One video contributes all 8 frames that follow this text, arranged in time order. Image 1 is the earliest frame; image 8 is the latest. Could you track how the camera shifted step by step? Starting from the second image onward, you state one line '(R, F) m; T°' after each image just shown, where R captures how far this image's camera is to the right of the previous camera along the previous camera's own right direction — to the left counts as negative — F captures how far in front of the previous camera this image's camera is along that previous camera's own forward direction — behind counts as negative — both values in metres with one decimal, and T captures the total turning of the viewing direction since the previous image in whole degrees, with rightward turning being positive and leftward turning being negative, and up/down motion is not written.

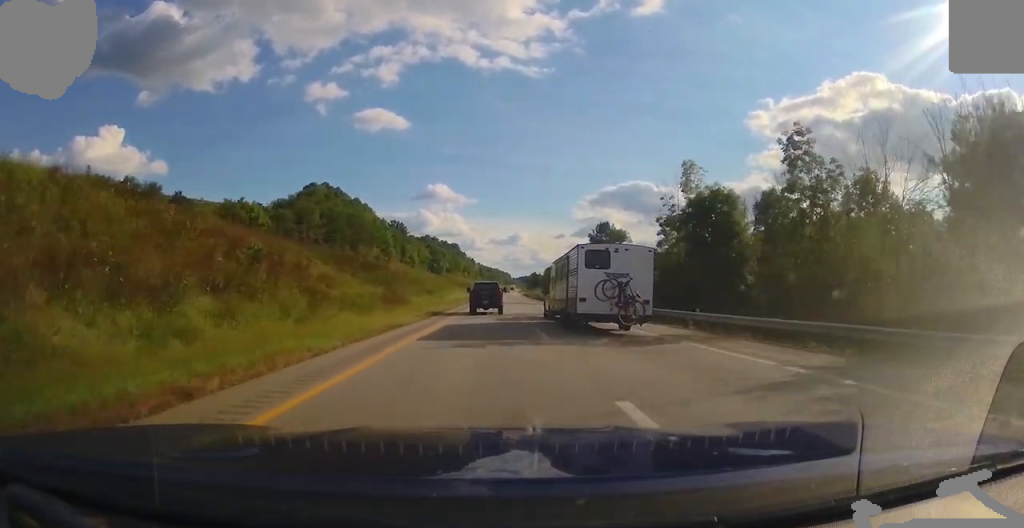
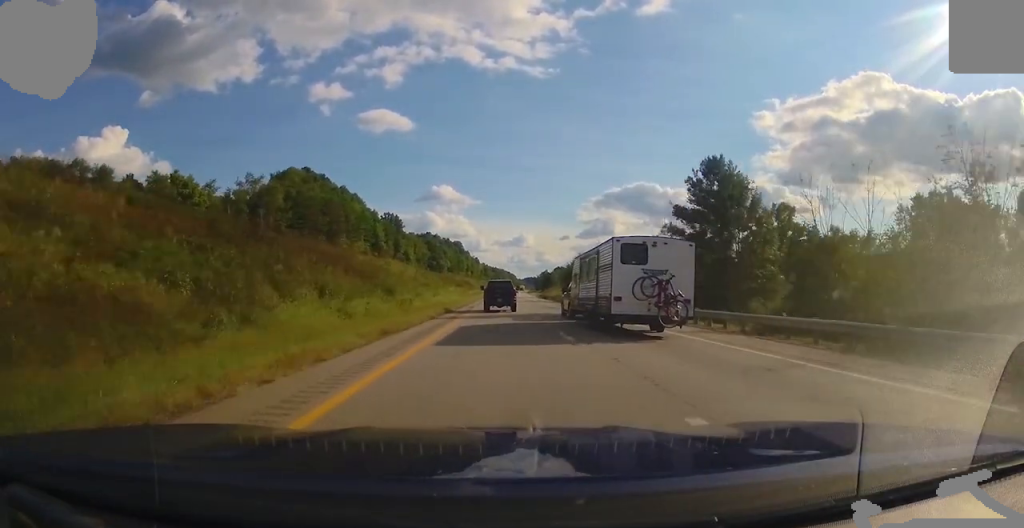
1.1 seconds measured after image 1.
(+0.1, +37.8) m; 0°
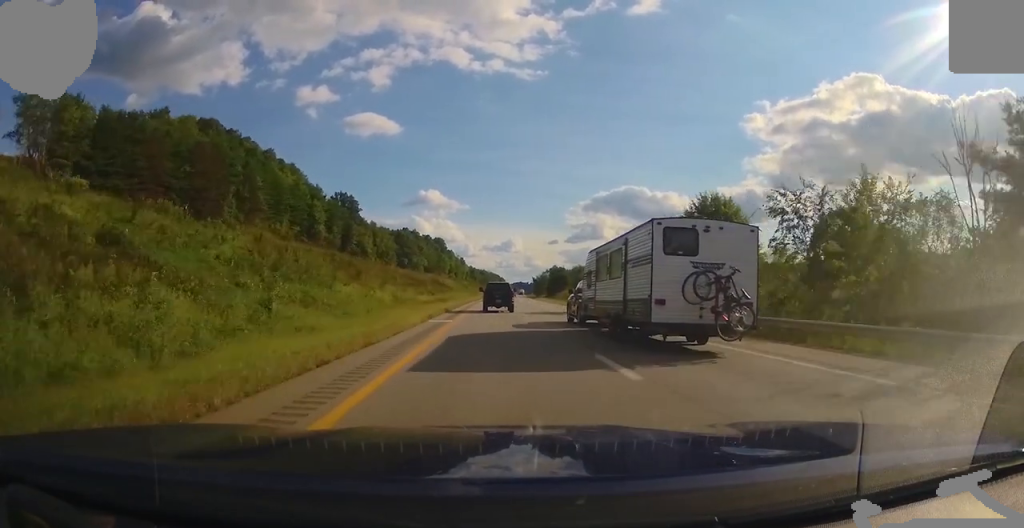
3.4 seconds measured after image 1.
(+0.2, +80.1) m; +1°
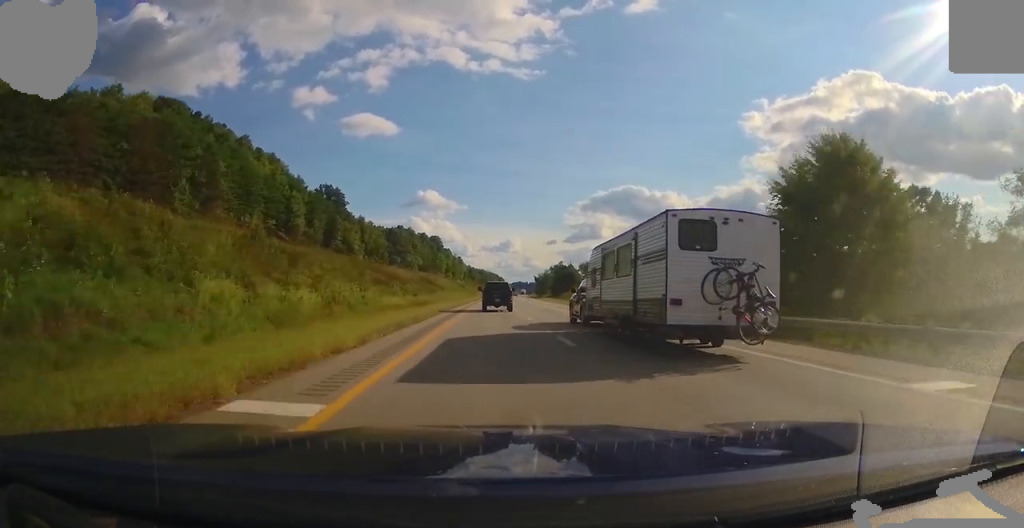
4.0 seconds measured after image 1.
(+0.2, +19.3) m; 0°
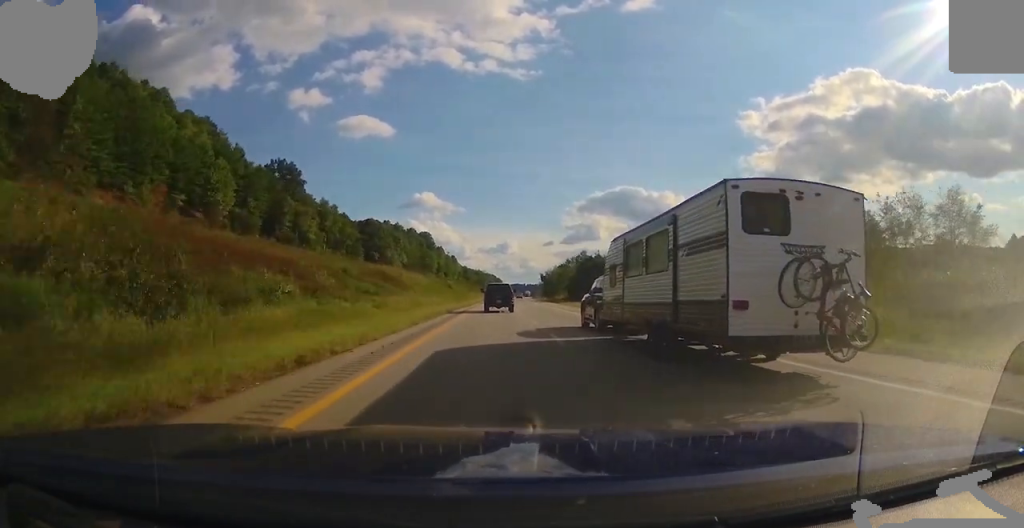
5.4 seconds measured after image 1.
(-0.3, +47.9) m; 0°
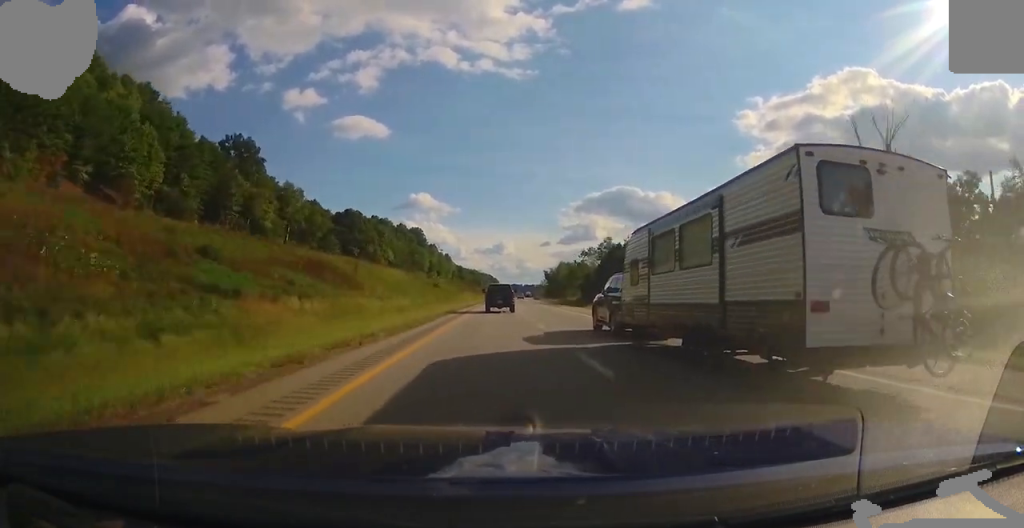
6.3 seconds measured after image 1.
(+0.4, +29.9) m; +1°
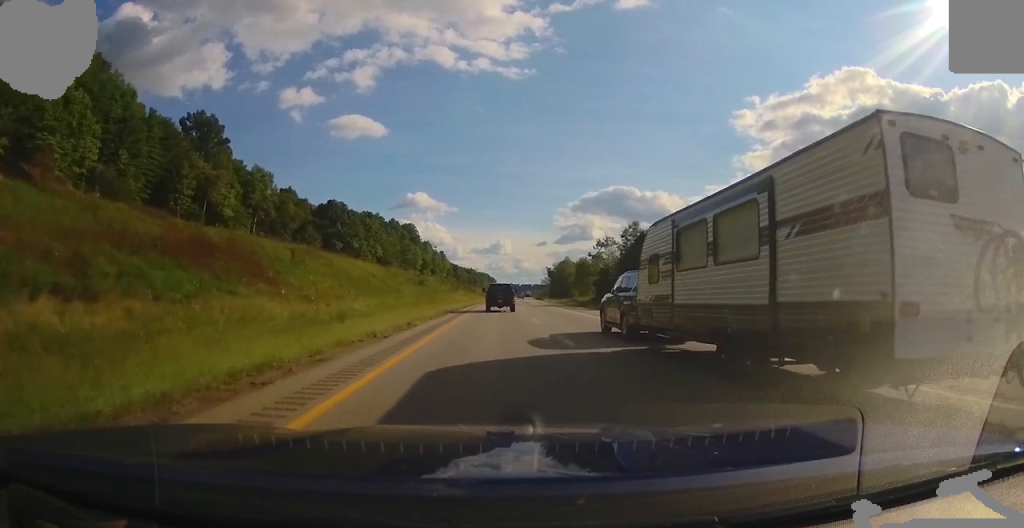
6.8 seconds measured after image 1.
(0.0, +19.6) m; 0°
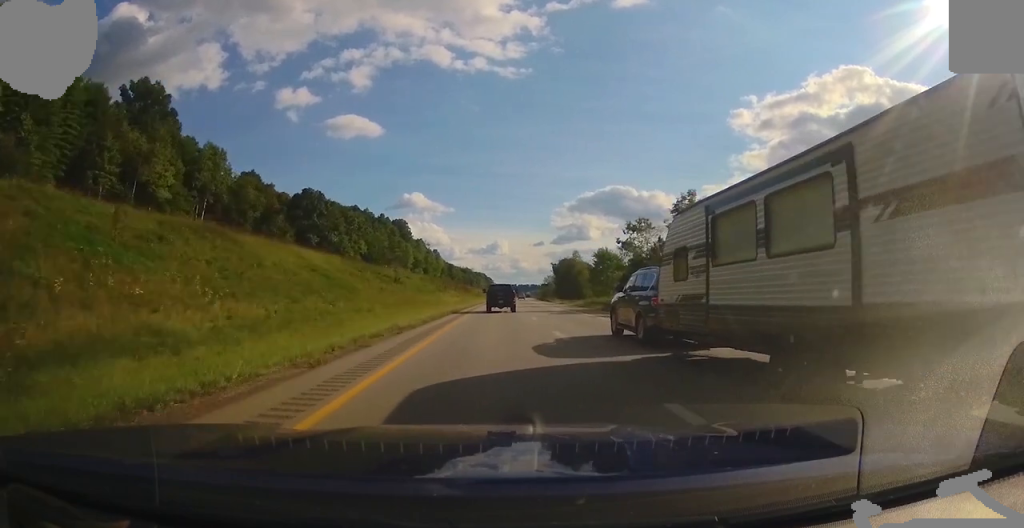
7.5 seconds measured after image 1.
(0.0, +23.1) m; +1°
